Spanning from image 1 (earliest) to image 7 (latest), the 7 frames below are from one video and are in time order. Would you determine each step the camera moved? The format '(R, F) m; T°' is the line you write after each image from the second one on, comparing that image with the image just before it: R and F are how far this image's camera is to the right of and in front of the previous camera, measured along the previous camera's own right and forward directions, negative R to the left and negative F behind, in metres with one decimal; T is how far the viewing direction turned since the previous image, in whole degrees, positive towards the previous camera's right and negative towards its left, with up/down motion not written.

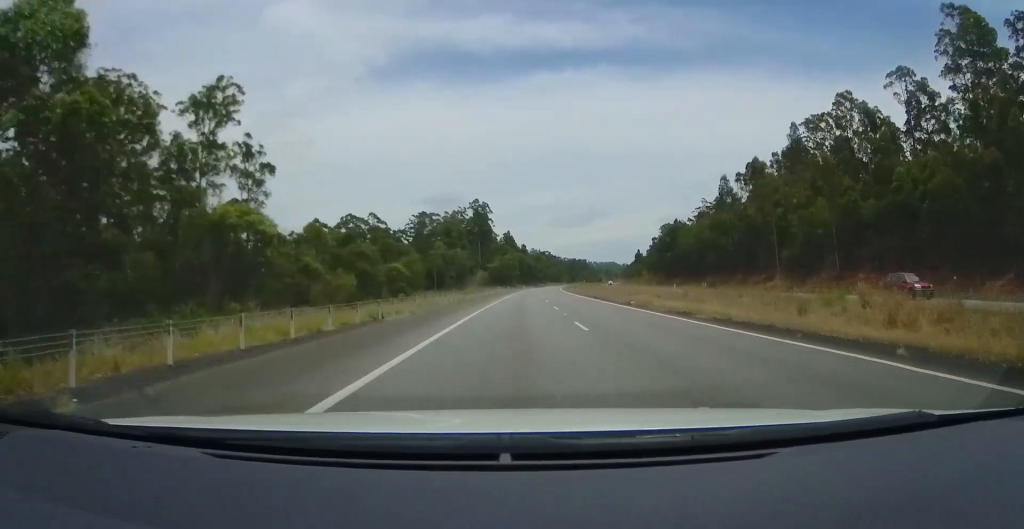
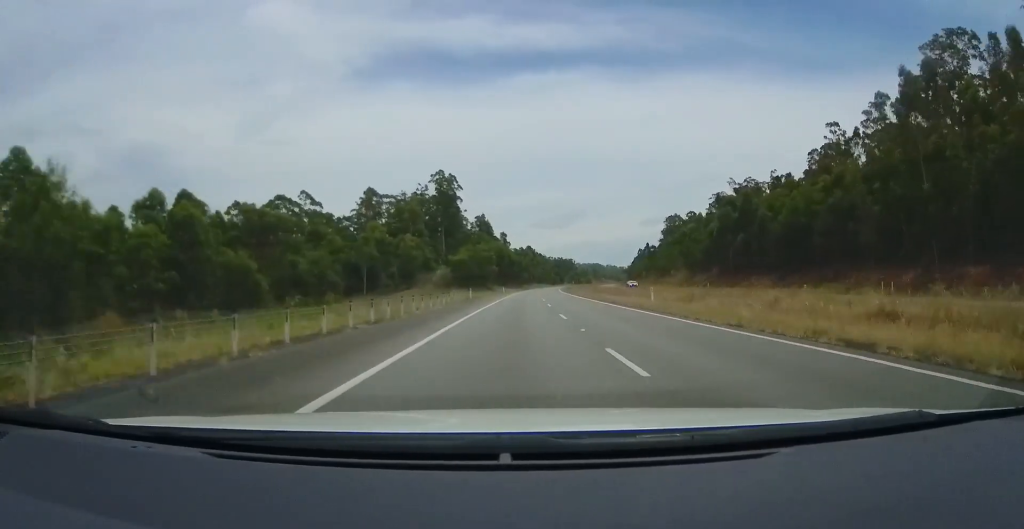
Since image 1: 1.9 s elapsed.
(-0.1, +55.4) m; 0°
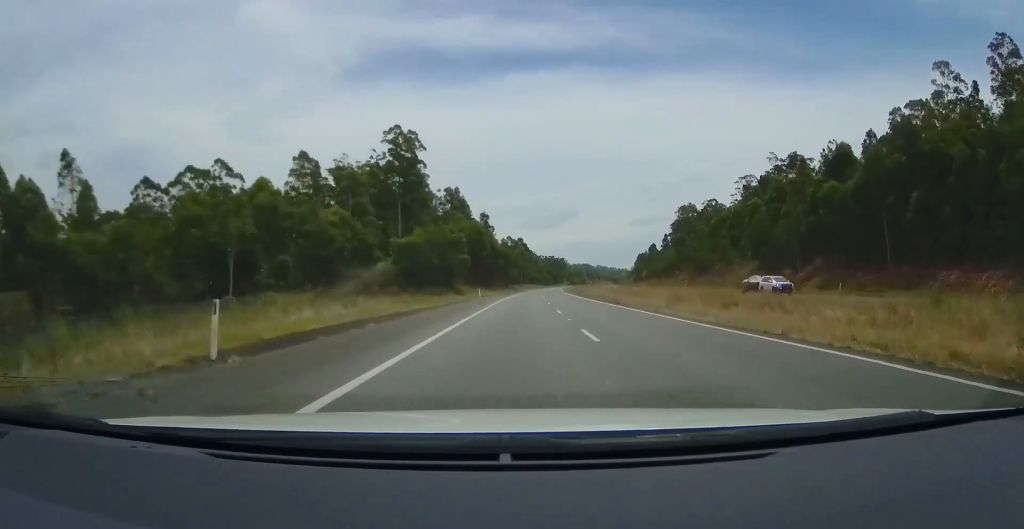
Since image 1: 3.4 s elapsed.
(+0.9, +44.6) m; +2°
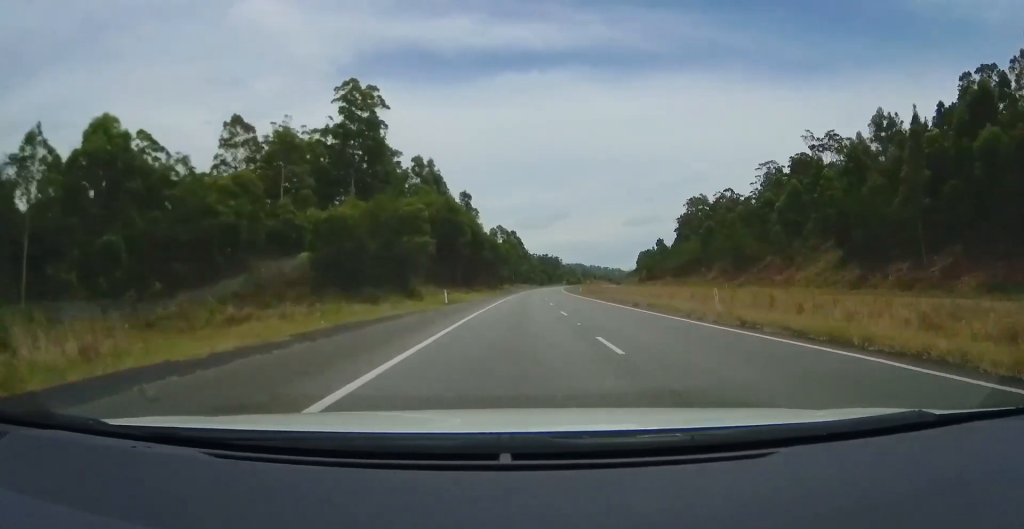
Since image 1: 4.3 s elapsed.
(+0.2, +25.8) m; 0°
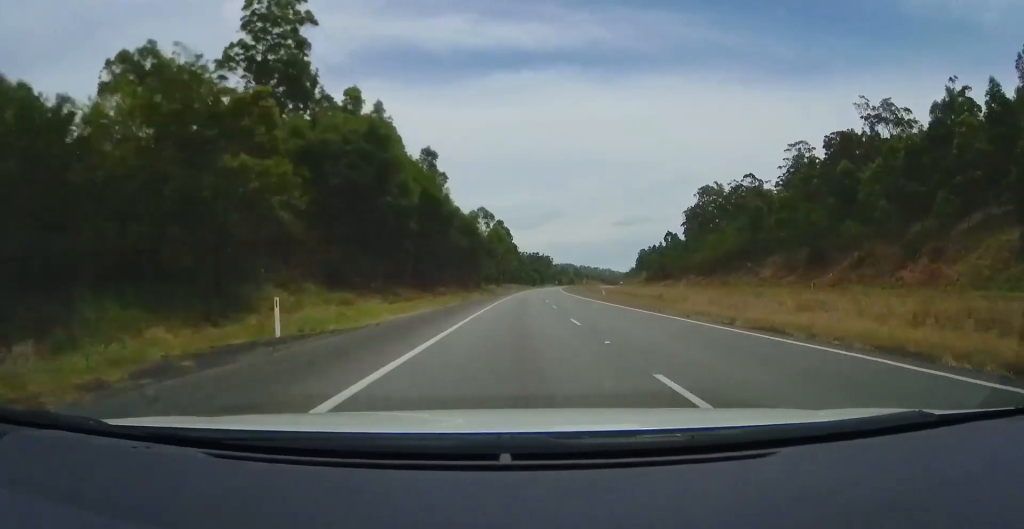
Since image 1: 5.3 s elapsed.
(+0.1, +29.4) m; +1°
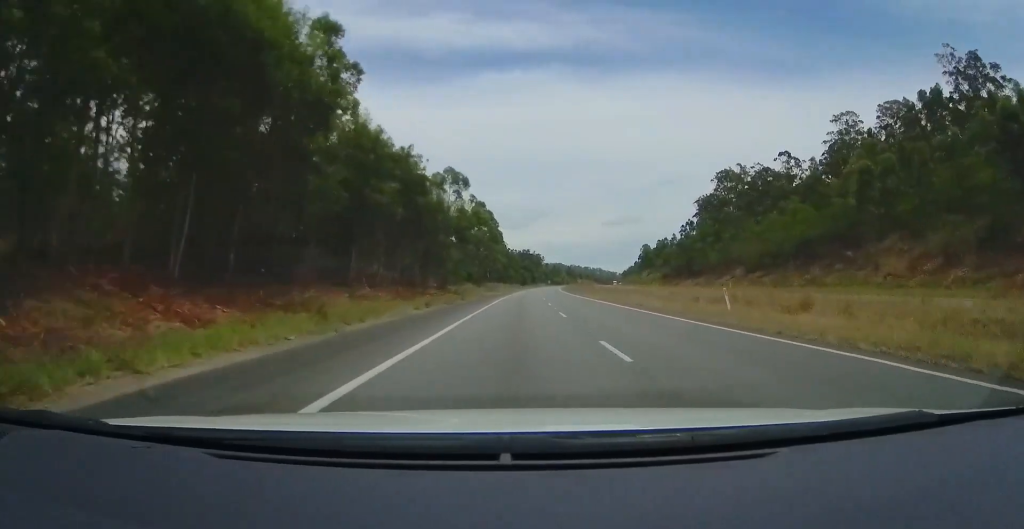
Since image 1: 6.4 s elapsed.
(+0.6, +33.0) m; +1°
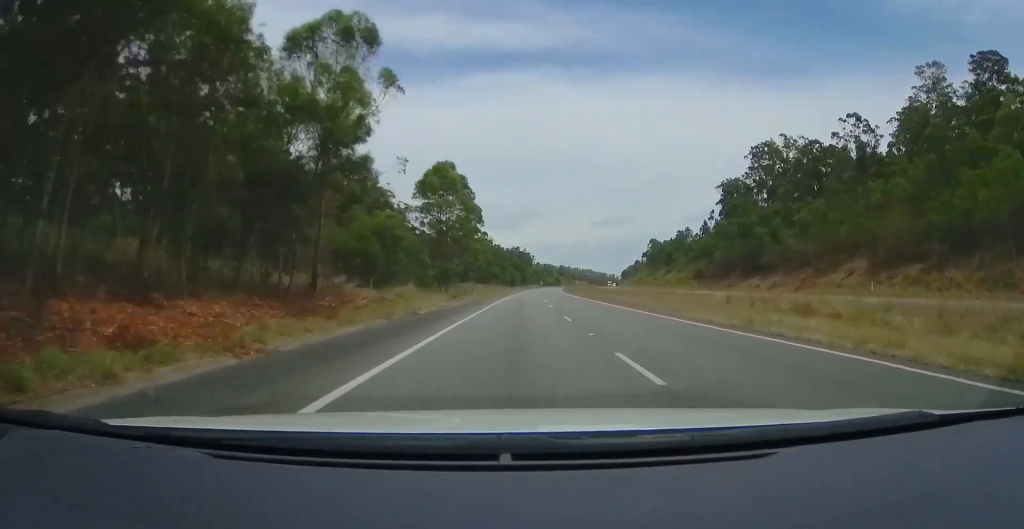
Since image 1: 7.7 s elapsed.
(0.0, +37.6) m; +1°
